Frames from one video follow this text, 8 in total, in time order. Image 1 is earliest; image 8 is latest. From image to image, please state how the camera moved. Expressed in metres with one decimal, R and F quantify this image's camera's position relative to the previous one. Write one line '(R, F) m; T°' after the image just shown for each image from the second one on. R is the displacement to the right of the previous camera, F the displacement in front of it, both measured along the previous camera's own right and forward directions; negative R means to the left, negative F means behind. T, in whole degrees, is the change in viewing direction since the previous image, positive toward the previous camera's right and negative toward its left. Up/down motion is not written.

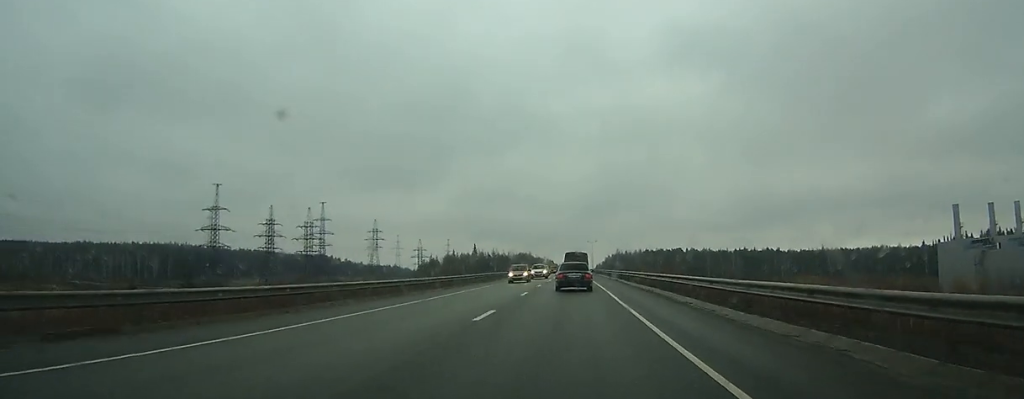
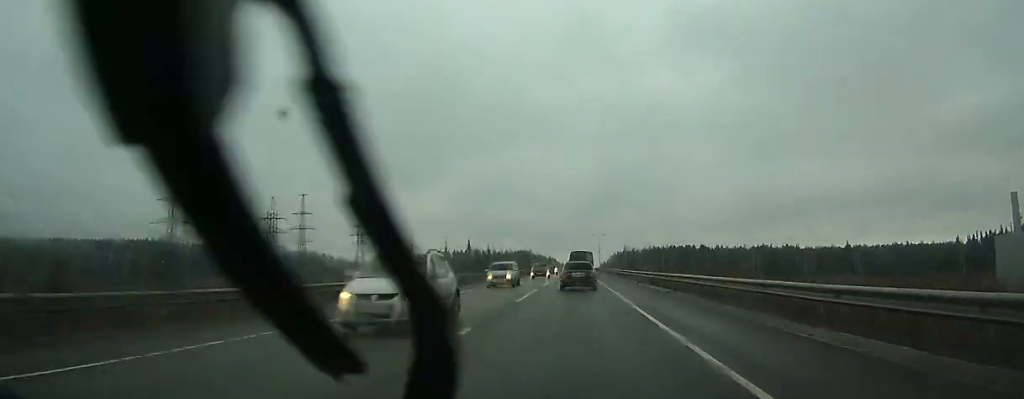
(0.0, +29.2) m; 0°
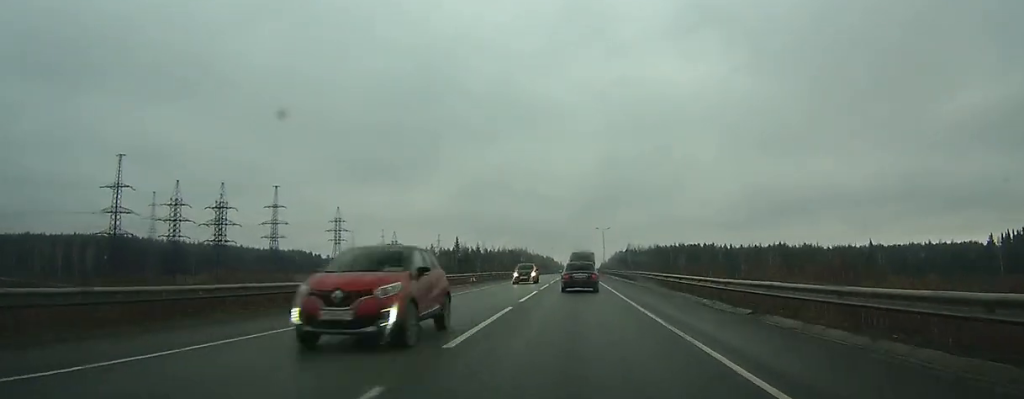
(-0.1, +28.3) m; 0°
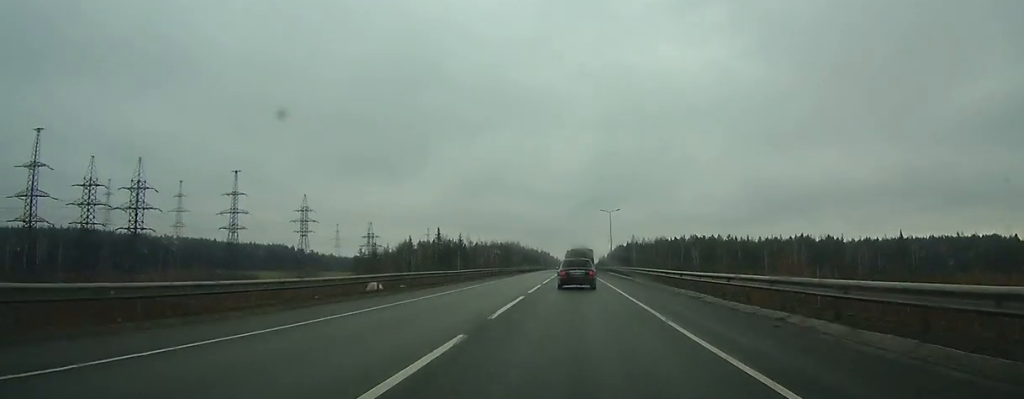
(+0.2, +32.8) m; 0°
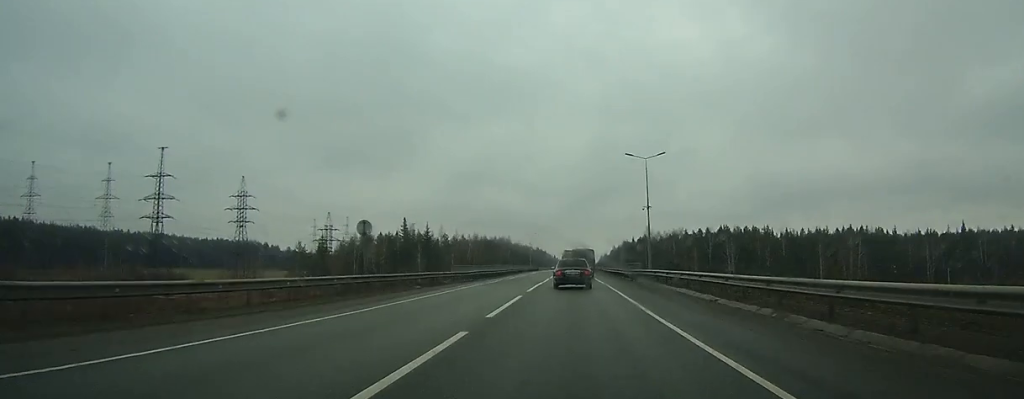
(+0.1, +48.0) m; 0°
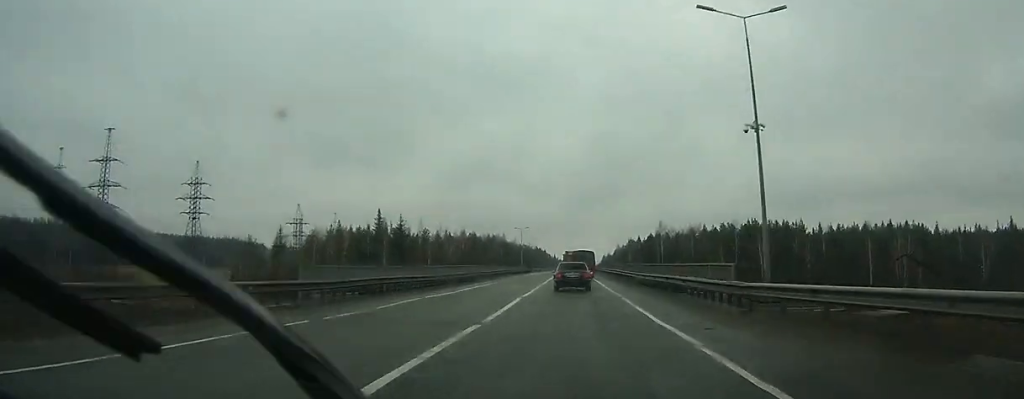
(0.0, +27.0) m; 0°
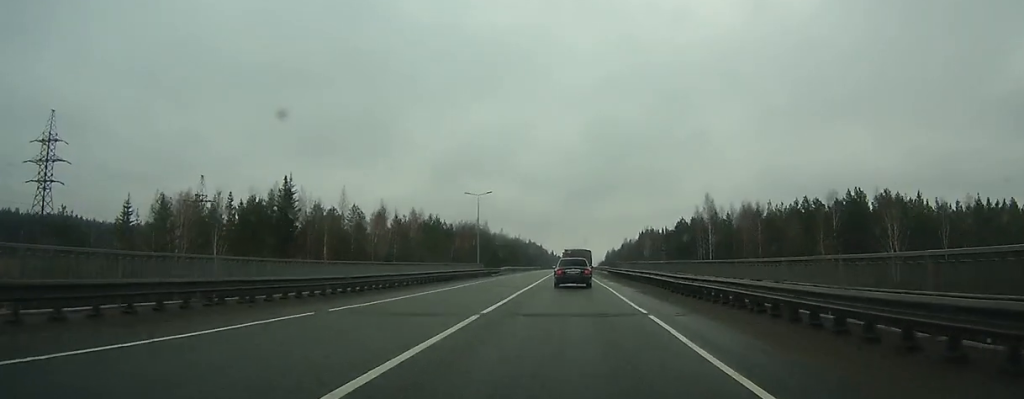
(-0.3, +55.6) m; -1°
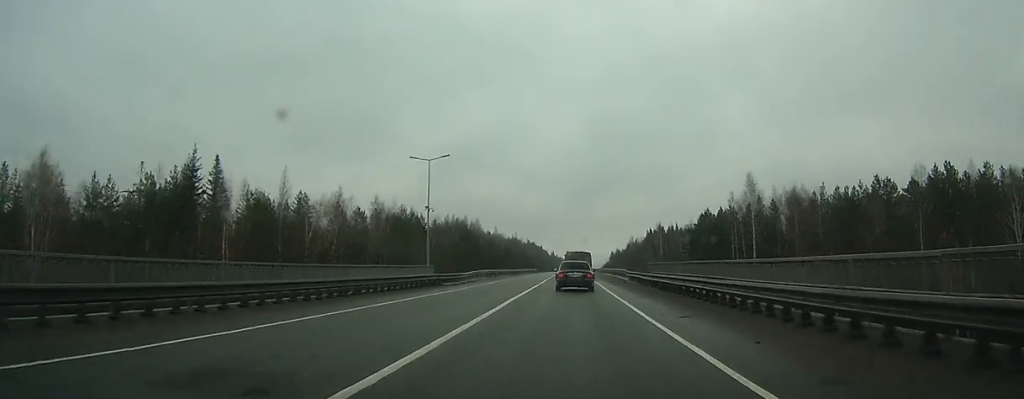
(0.0, +24.9) m; 0°
